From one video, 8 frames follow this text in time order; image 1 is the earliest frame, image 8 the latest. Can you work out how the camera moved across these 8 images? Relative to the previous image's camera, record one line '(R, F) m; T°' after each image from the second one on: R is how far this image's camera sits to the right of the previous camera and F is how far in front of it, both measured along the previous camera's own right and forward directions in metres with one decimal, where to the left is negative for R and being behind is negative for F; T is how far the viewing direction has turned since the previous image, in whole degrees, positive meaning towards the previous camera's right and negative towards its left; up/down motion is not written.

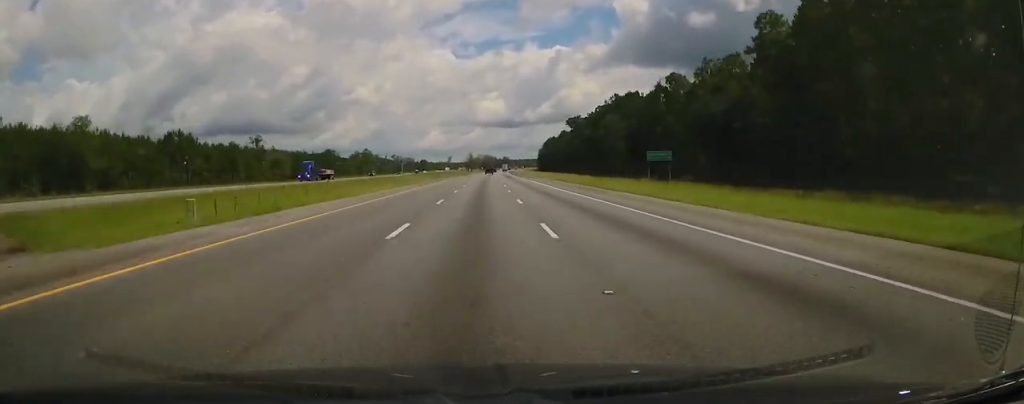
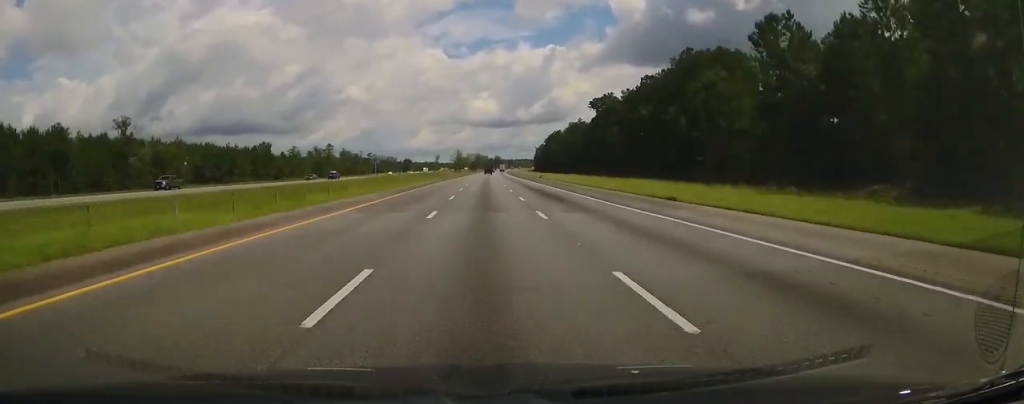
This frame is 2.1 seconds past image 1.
(+0.1, +50.2) m; +1°
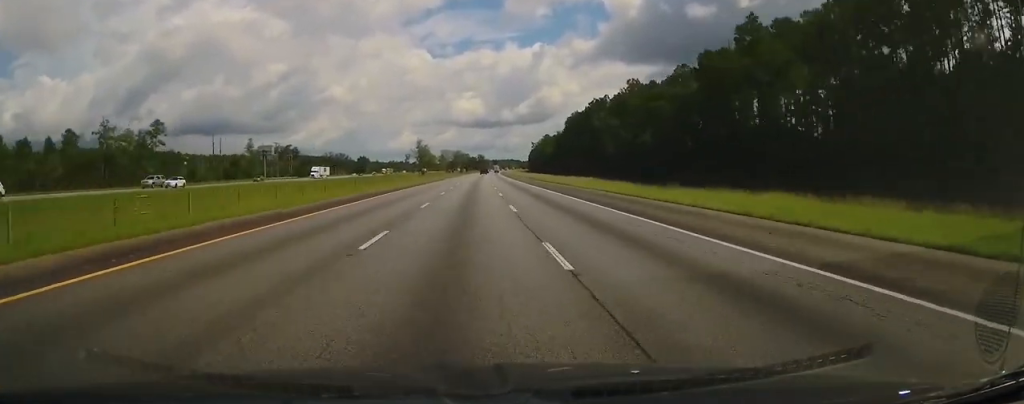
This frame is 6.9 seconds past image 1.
(+1.5, +203.0) m; +1°
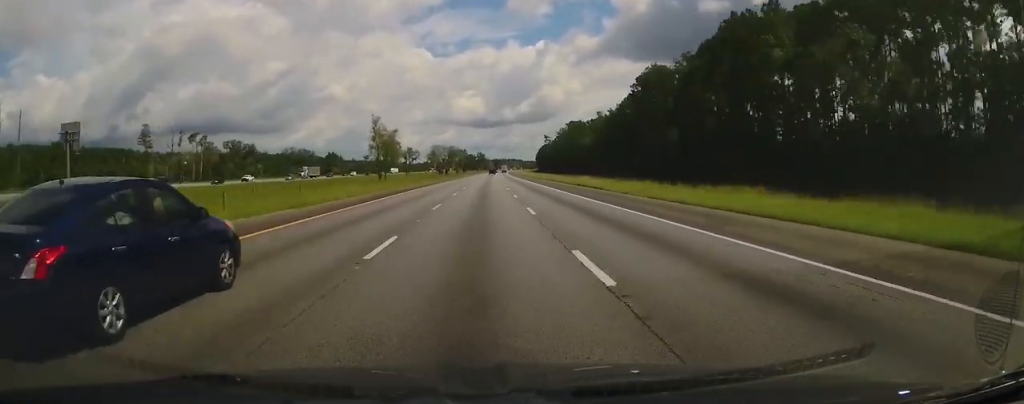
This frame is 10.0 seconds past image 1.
(+2.2, +117.3) m; +1°
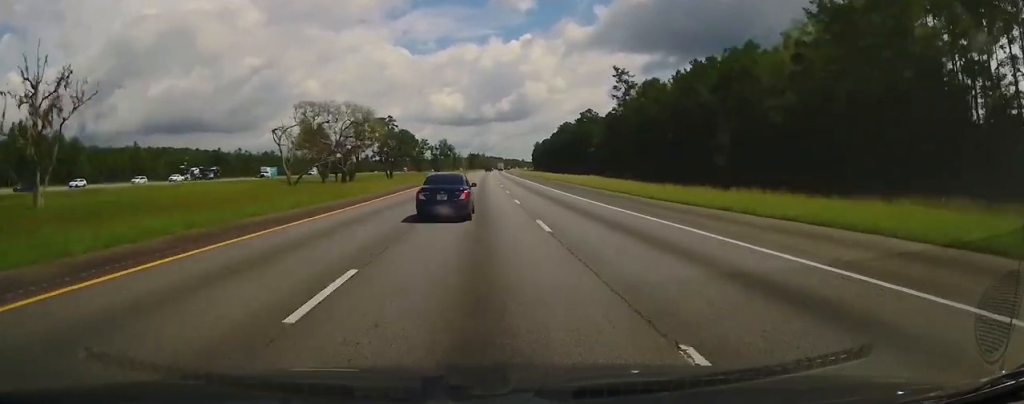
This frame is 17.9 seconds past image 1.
(+4.4, +275.2) m; +2°
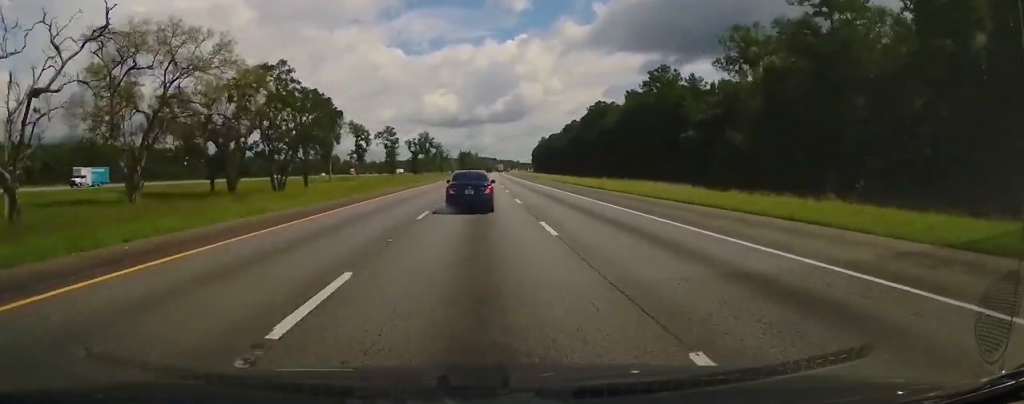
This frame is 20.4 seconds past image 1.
(+0.4, +83.1) m; +1°
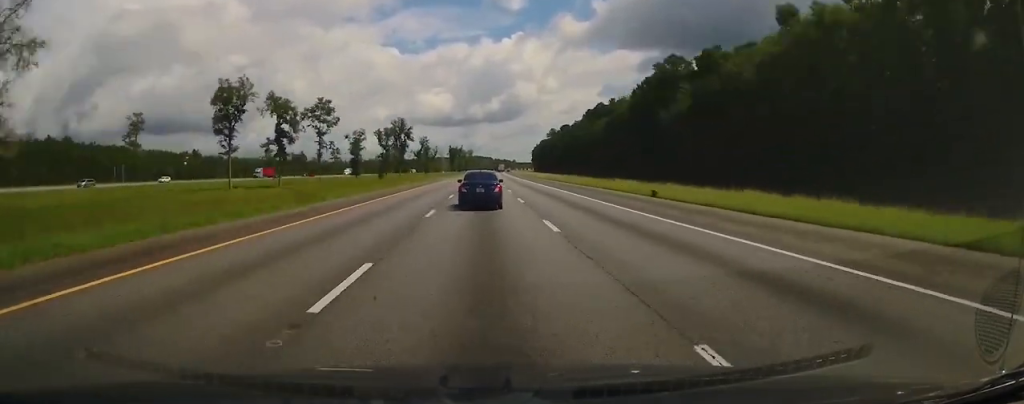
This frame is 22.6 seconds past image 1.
(-0.1, +68.4) m; +1°
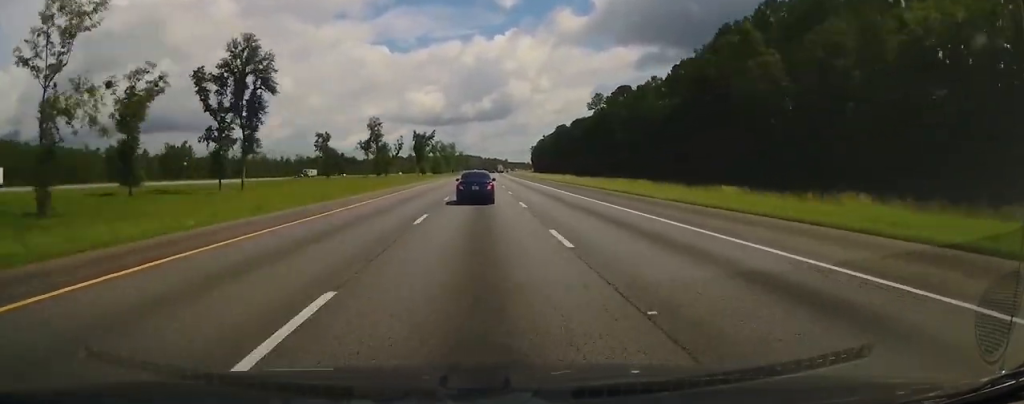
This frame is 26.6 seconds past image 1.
(+1.7, +112.5) m; +2°
